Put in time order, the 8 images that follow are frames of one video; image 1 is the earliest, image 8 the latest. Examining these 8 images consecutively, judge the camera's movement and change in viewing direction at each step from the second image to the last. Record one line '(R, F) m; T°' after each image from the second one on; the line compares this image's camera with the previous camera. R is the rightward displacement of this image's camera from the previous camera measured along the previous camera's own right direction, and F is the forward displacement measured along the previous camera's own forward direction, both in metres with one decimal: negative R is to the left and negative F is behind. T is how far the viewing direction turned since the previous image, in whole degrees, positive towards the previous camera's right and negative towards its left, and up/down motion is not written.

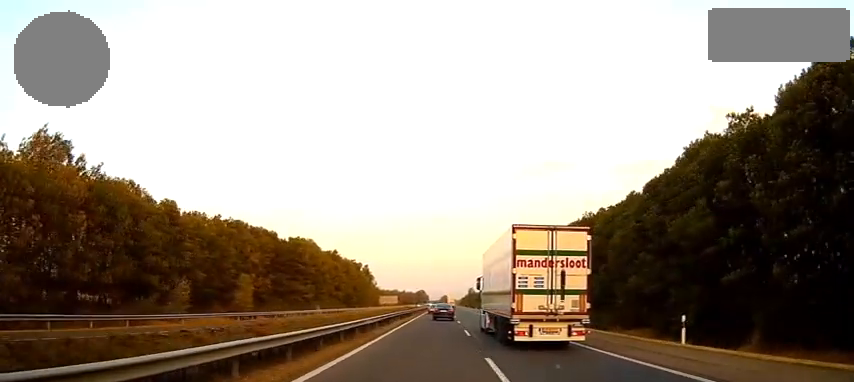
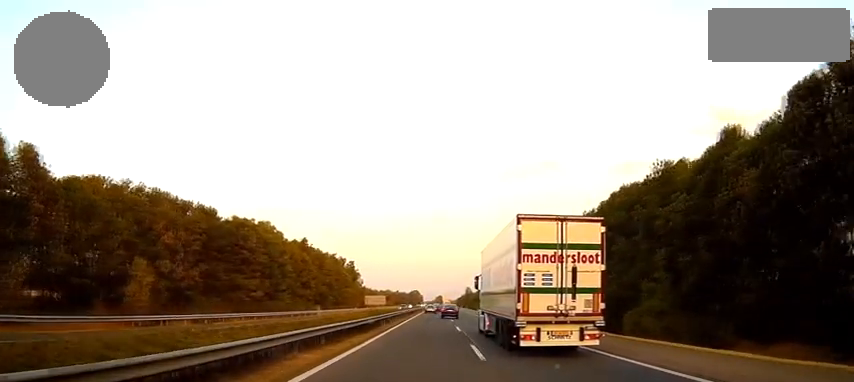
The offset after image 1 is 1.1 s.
(0.0, +30.3) m; 0°
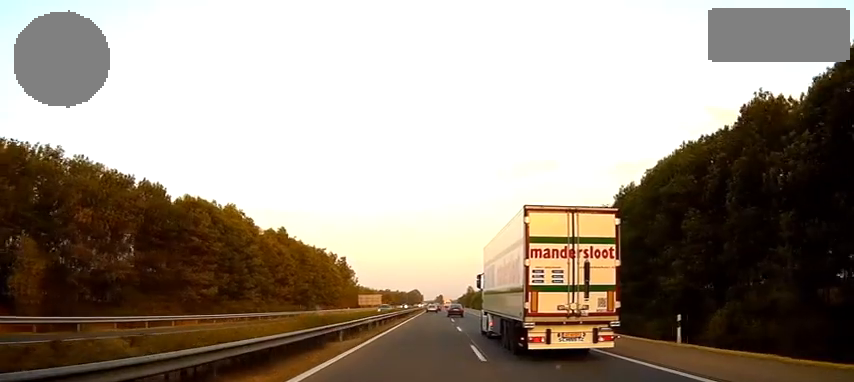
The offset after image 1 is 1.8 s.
(0.0, +18.5) m; 0°
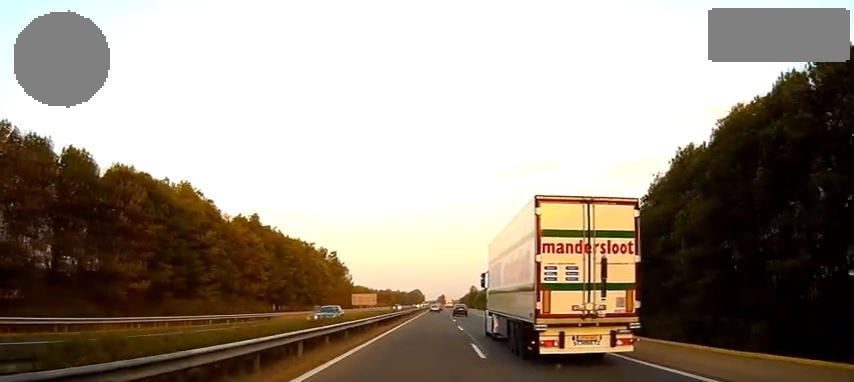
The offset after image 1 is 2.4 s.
(0.0, +17.5) m; 0°
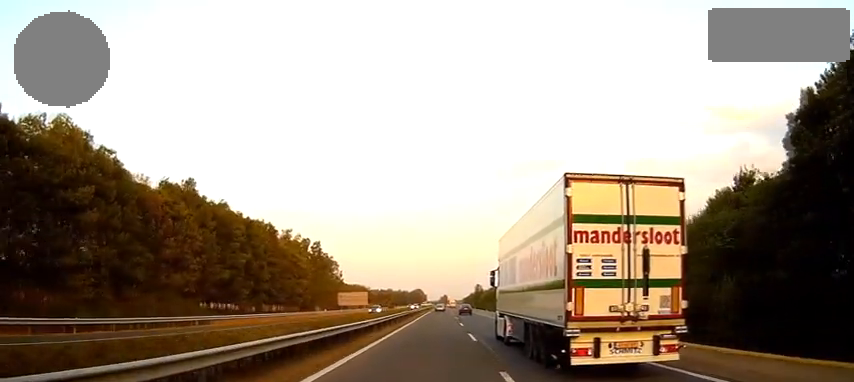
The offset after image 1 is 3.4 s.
(0.0, +27.5) m; 0°
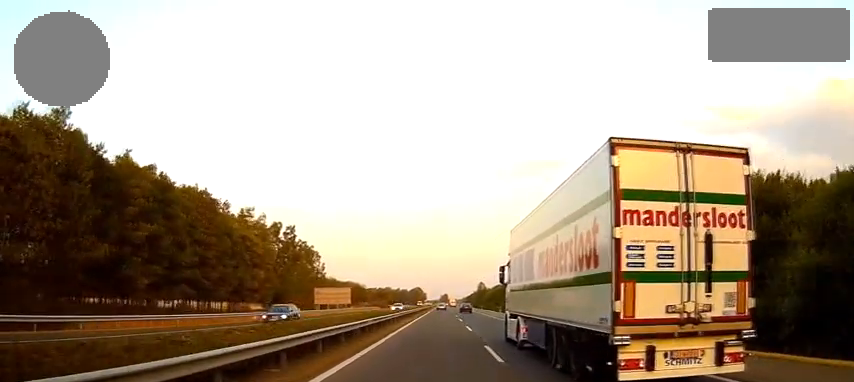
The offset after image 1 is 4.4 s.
(+0.1, +27.6) m; 0°
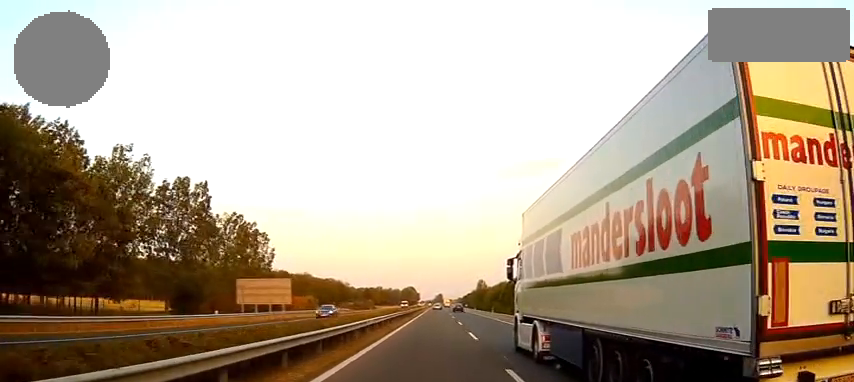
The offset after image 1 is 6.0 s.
(0.0, +43.3) m; 0°
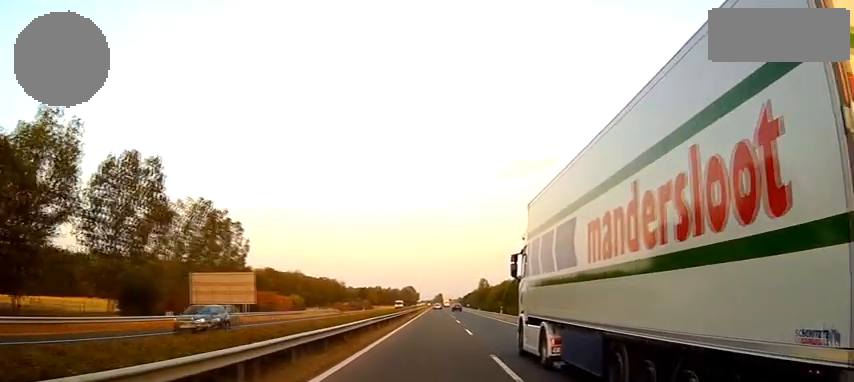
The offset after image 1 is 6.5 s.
(+0.1, +14.5) m; 0°
